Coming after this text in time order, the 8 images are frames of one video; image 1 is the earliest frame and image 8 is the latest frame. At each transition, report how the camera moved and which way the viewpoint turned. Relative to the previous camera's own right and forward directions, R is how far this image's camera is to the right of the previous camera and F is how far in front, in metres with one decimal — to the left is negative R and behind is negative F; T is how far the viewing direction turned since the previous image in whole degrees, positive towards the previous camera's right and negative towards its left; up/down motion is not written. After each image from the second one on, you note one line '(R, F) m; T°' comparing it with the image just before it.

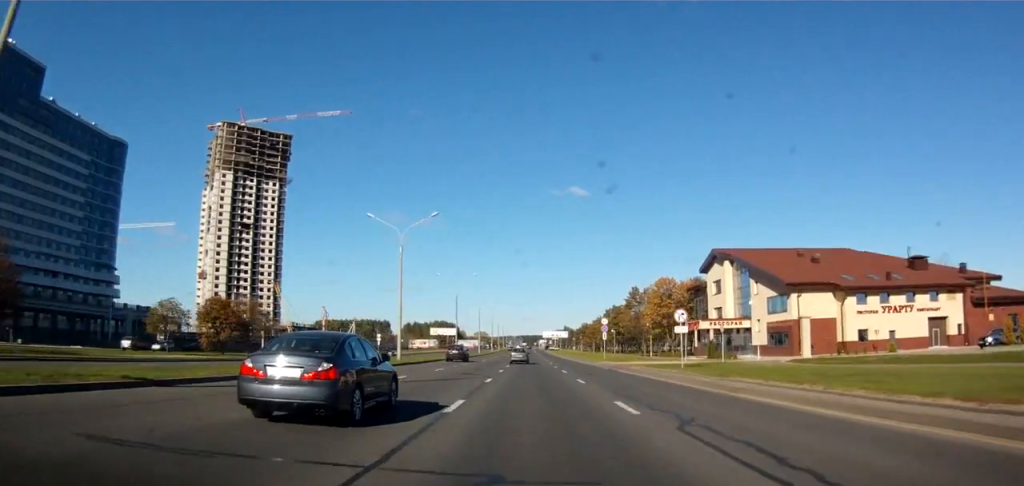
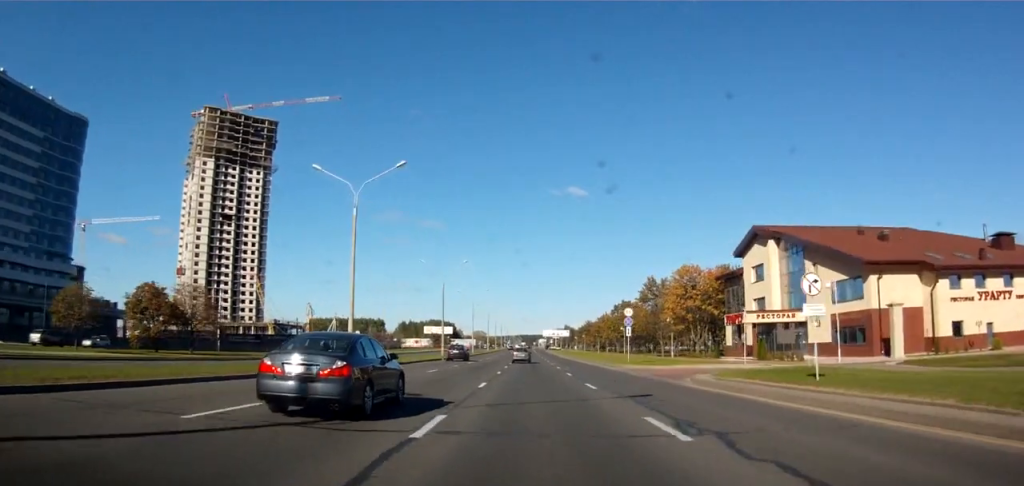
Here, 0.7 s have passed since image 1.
(-0.1, +16.1) m; 0°
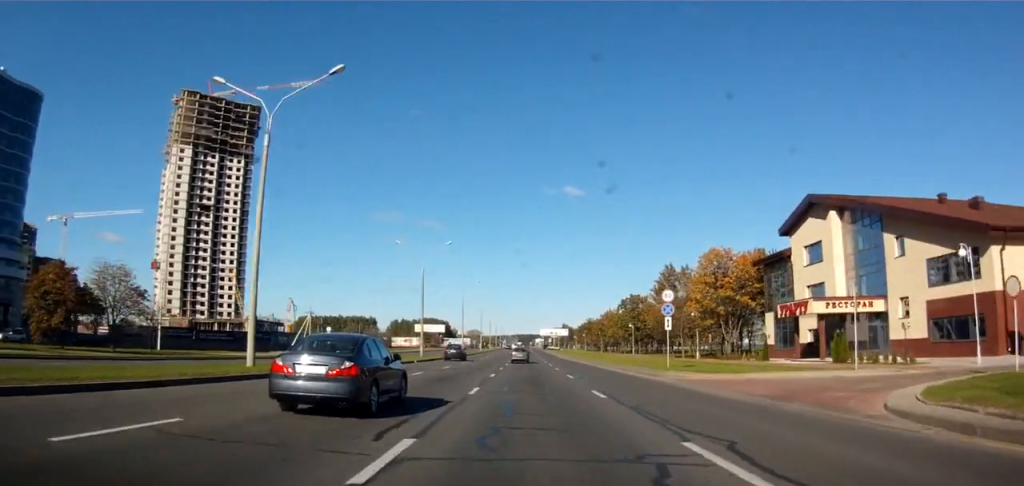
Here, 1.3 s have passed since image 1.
(0.0, +15.1) m; 0°
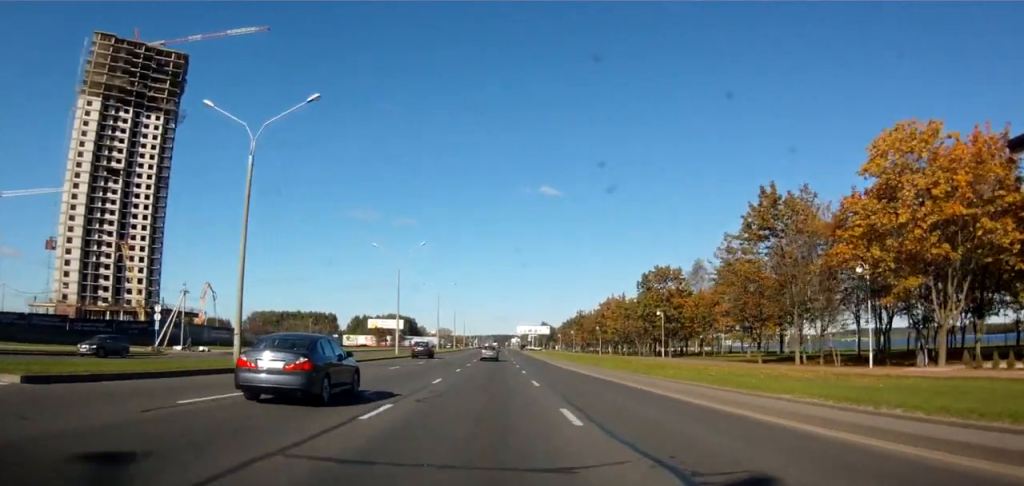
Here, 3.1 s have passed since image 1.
(+0.6, +42.4) m; +1°
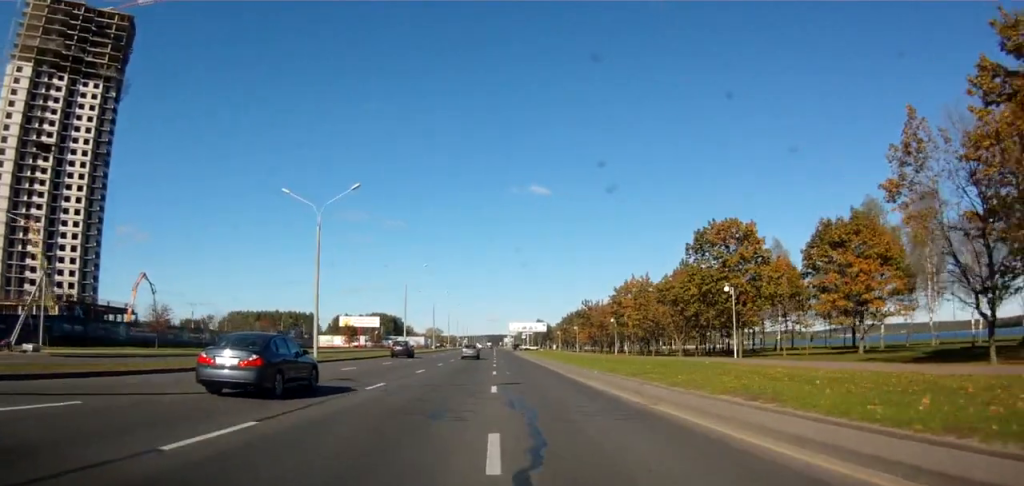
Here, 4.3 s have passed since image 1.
(-0.1, +28.2) m; -1°
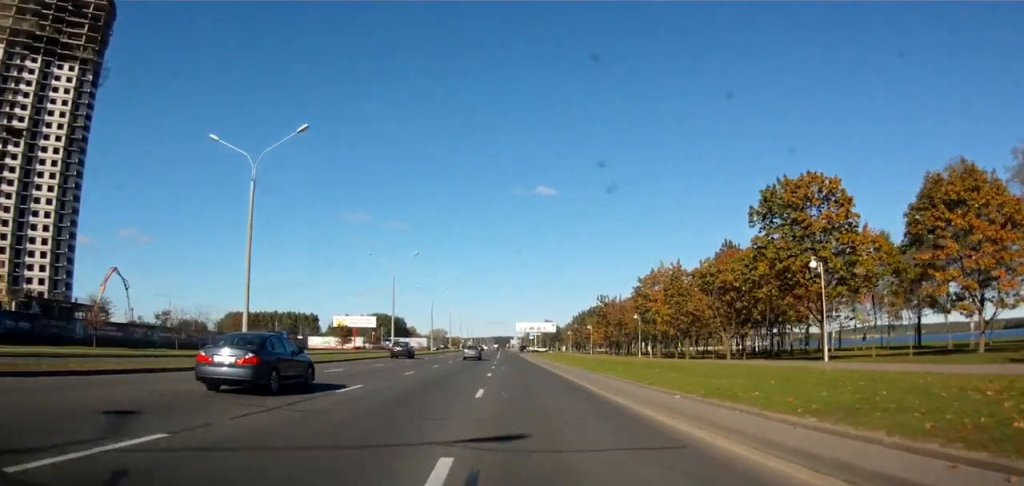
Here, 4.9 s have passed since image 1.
(-0.1, +14.1) m; 0°
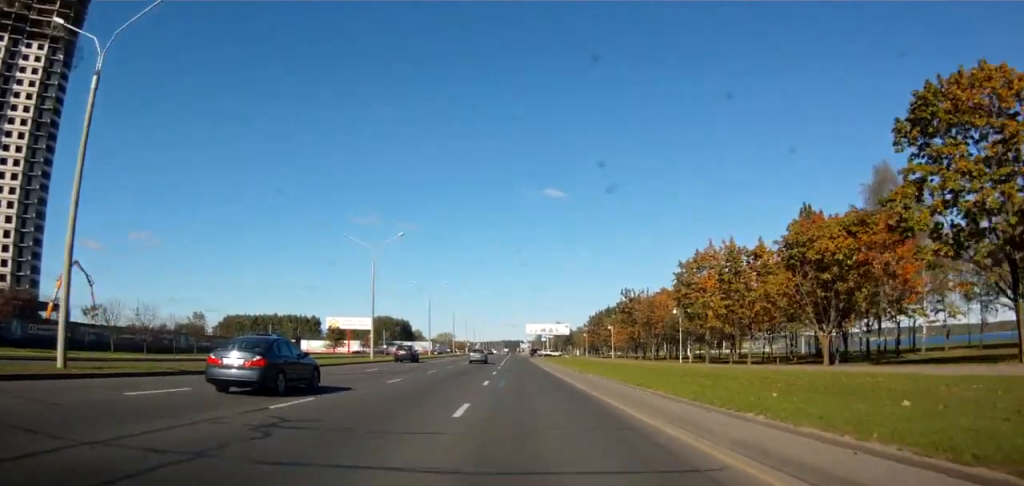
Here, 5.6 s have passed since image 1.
(+0.1, +15.9) m; 0°
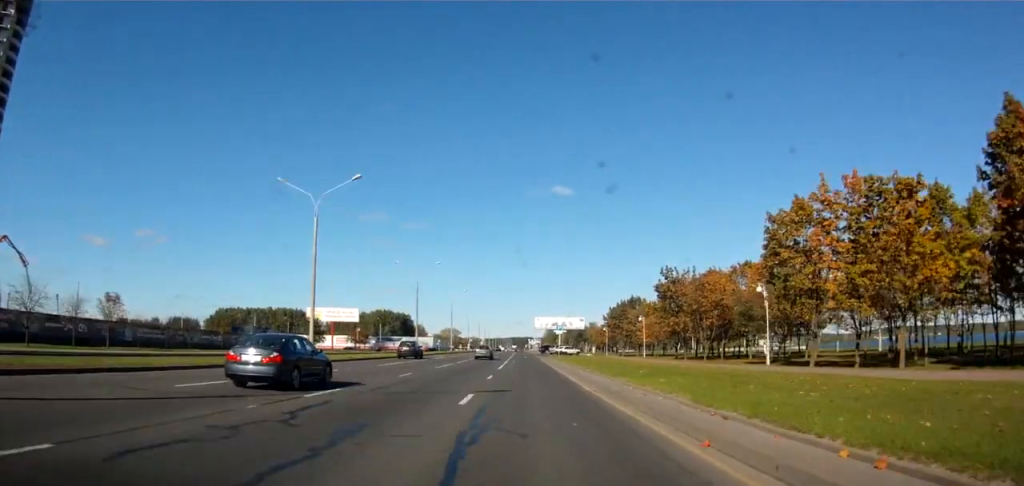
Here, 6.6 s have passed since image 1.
(0.0, +22.2) m; 0°
